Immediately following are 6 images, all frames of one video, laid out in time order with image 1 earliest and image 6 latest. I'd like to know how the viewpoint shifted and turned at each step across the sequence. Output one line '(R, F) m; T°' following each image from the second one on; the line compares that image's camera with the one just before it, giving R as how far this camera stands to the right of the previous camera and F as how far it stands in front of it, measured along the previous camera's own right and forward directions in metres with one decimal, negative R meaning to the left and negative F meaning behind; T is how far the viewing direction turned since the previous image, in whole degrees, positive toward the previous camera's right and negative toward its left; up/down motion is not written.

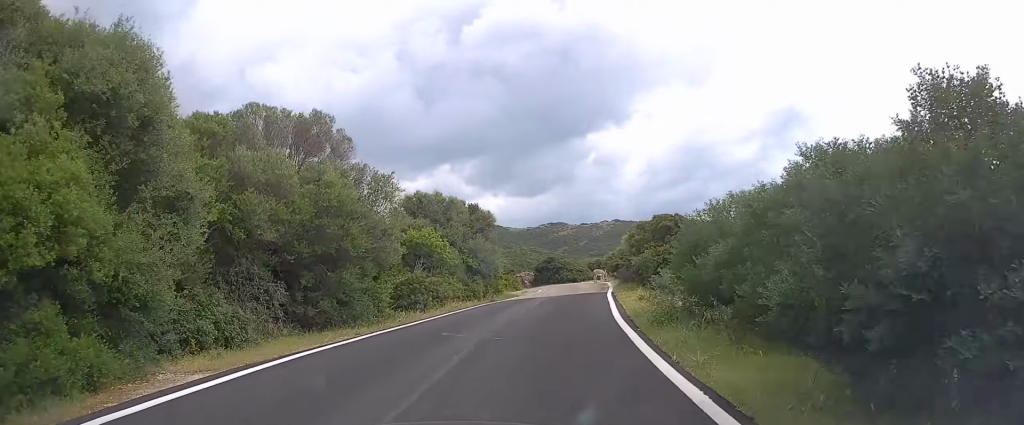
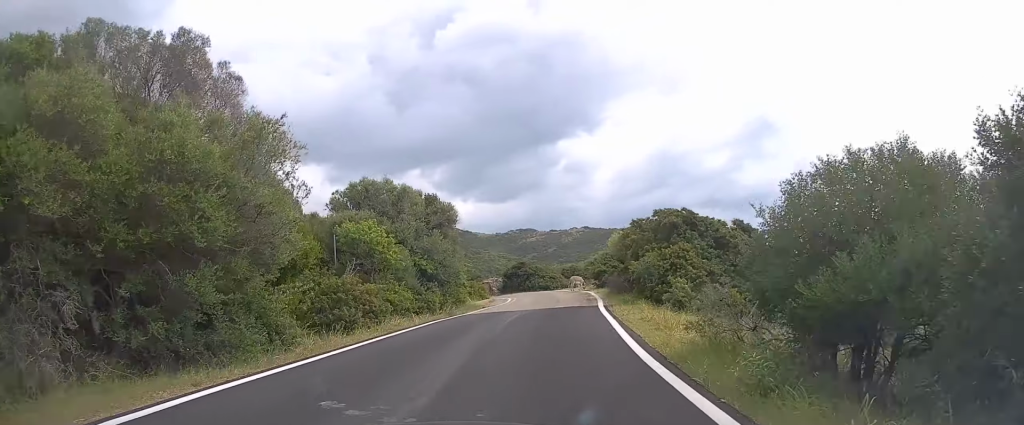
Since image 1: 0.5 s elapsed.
(+0.2, +5.9) m; +2°
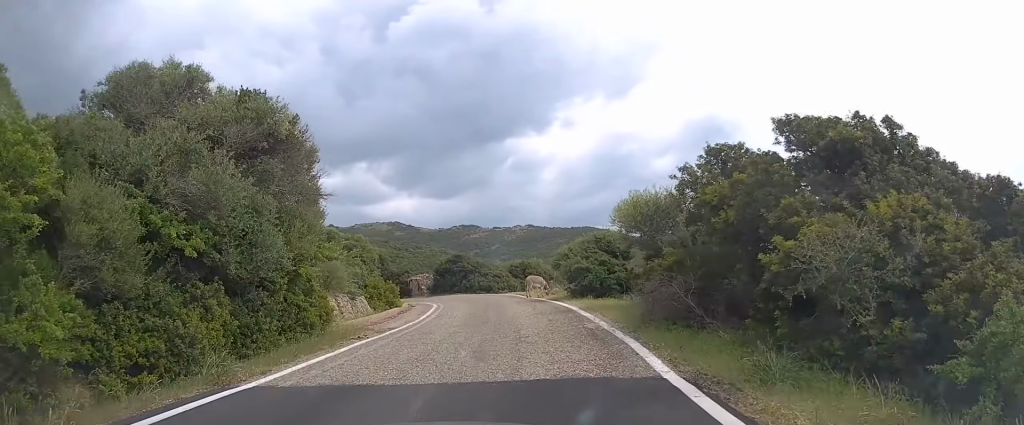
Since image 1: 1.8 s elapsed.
(+0.7, +14.9) m; +5°
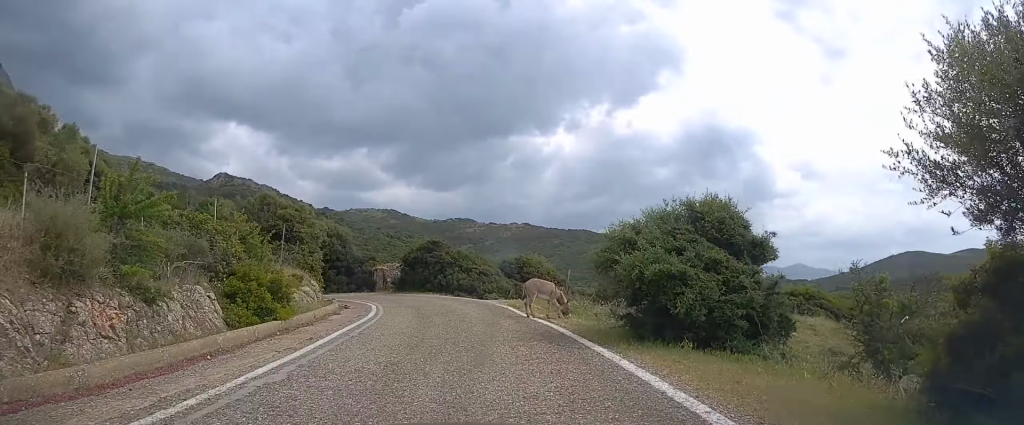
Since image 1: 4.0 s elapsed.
(+0.1, +13.5) m; -1°
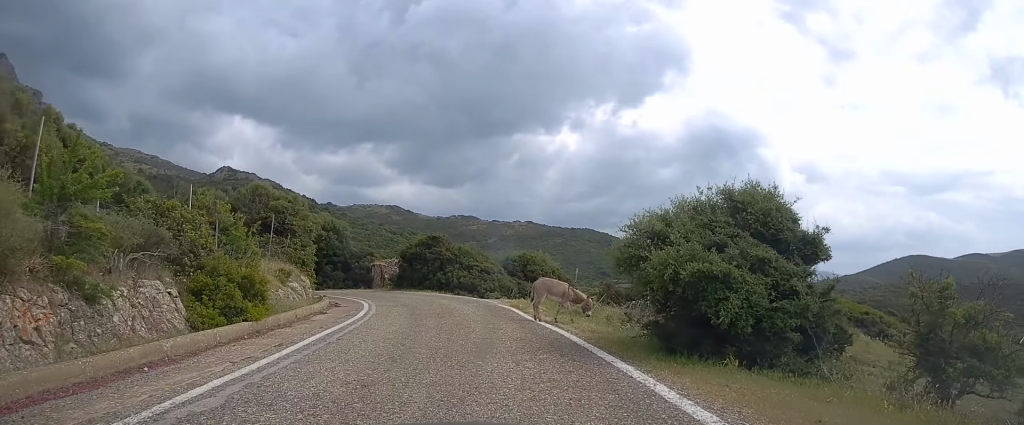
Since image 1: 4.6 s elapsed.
(0.0, +1.6) m; -1°
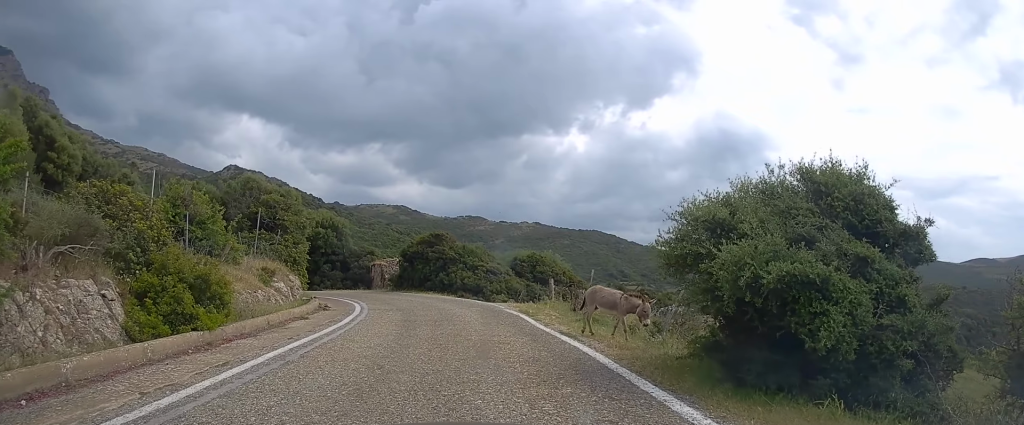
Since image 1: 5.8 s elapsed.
(-0.1, +2.4) m; -1°
